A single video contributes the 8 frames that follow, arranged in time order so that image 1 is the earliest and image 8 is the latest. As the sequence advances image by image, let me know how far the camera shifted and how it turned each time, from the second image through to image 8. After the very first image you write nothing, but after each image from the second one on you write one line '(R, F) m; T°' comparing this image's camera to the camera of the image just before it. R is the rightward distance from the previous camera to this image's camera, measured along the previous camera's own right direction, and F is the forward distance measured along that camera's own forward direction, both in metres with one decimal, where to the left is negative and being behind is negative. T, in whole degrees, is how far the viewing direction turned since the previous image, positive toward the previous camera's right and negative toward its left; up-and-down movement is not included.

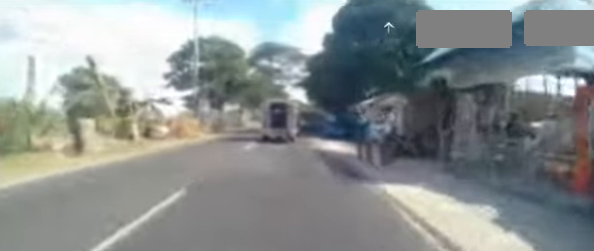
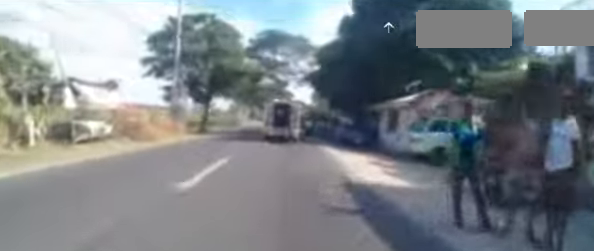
(0.0, +6.1) m; 0°
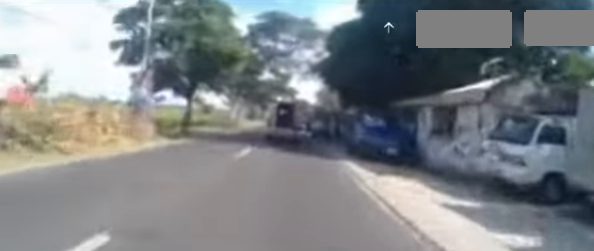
(0.0, +5.3) m; 0°
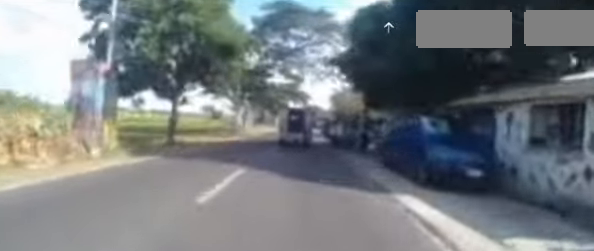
(0.0, +4.4) m; 0°
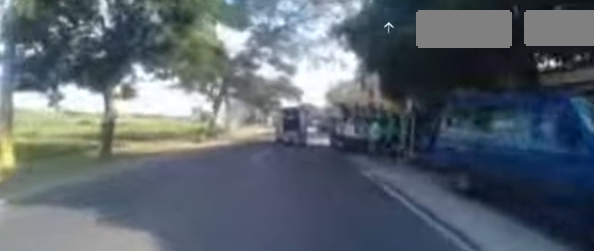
(0.0, +5.1) m; 0°
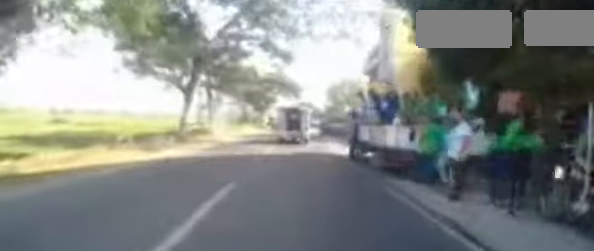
(0.0, +5.8) m; -3°
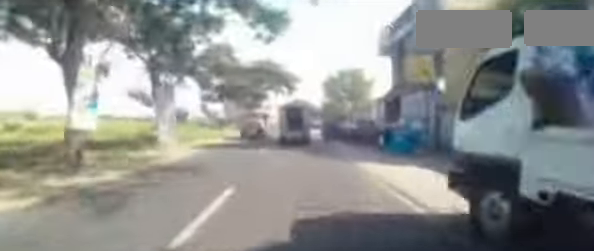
(-0.5, +8.5) m; -1°
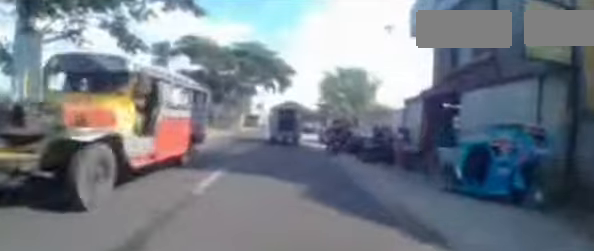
(+0.4, +7.5) m; +6°
